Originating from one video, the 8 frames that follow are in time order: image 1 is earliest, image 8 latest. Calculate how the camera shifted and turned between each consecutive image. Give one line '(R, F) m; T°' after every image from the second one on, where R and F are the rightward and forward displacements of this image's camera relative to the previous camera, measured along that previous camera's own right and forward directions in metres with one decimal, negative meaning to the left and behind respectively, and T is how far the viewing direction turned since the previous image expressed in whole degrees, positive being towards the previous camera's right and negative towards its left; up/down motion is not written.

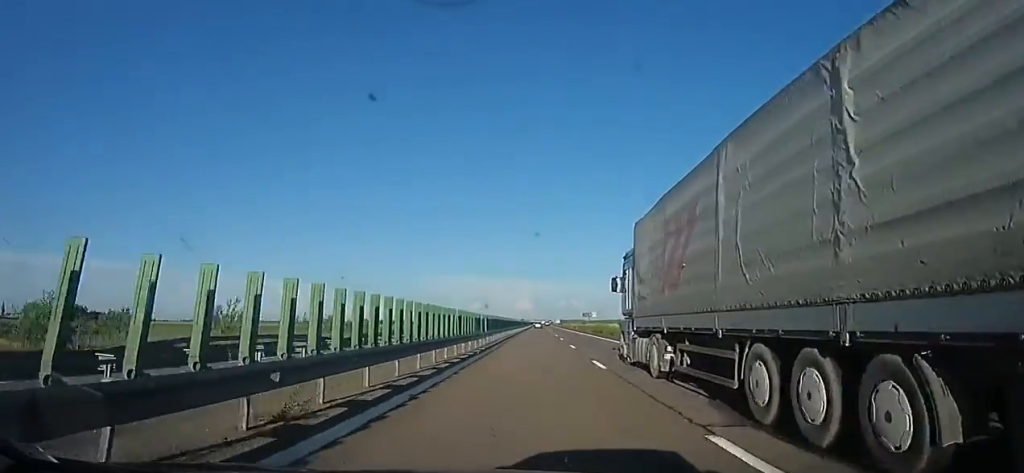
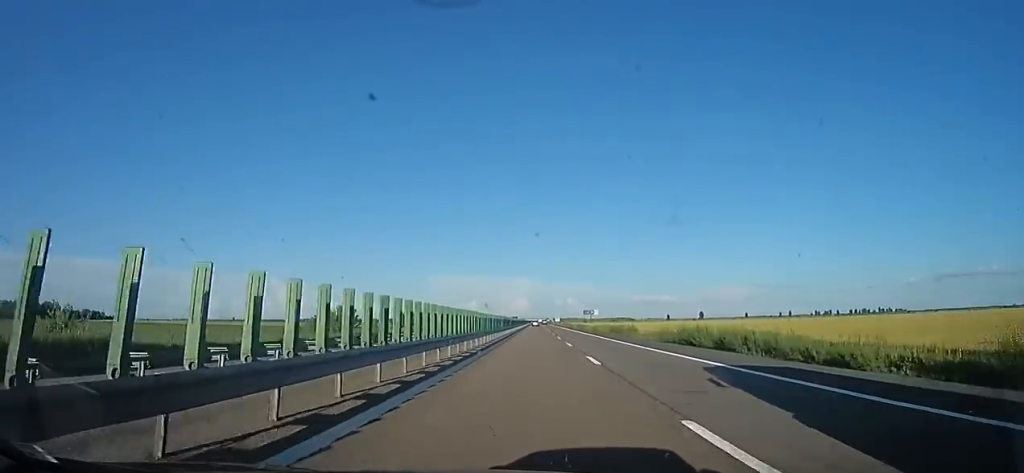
(+1.1, +47.0) m; +1°
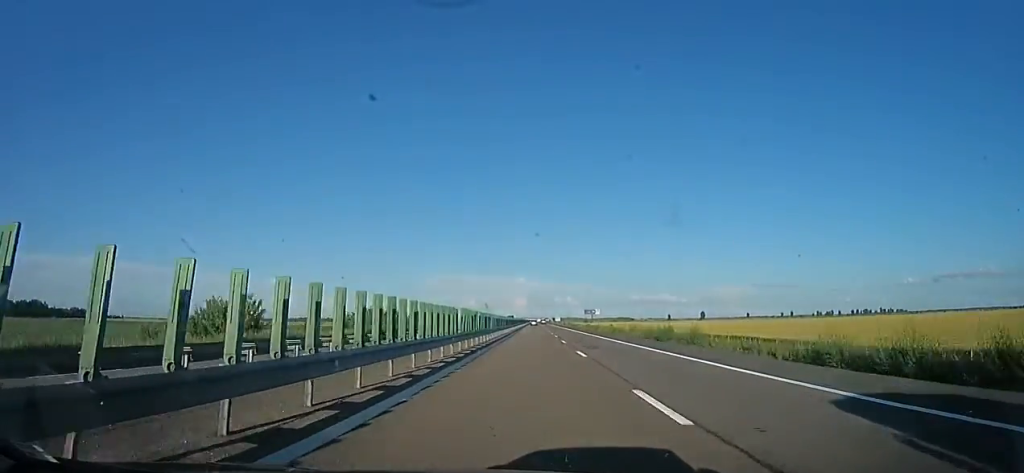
(0.0, +20.8) m; 0°
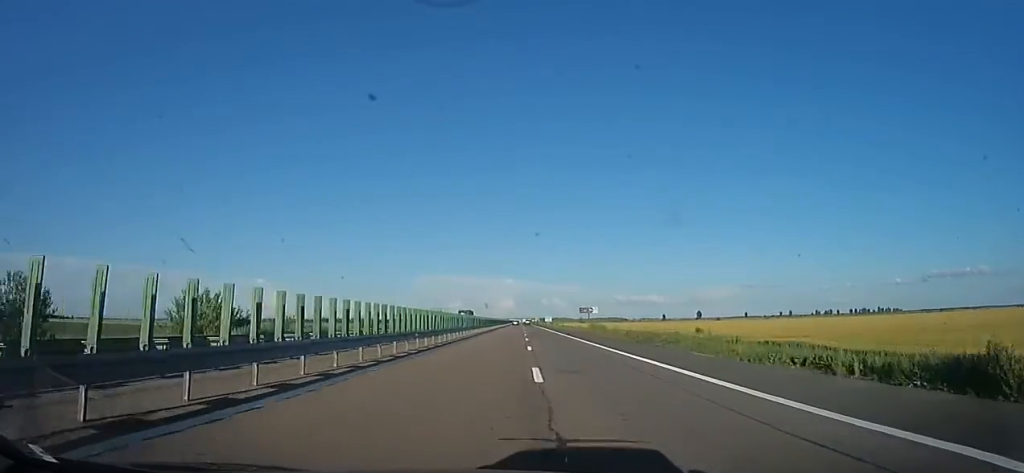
(+0.1, +80.2) m; 0°
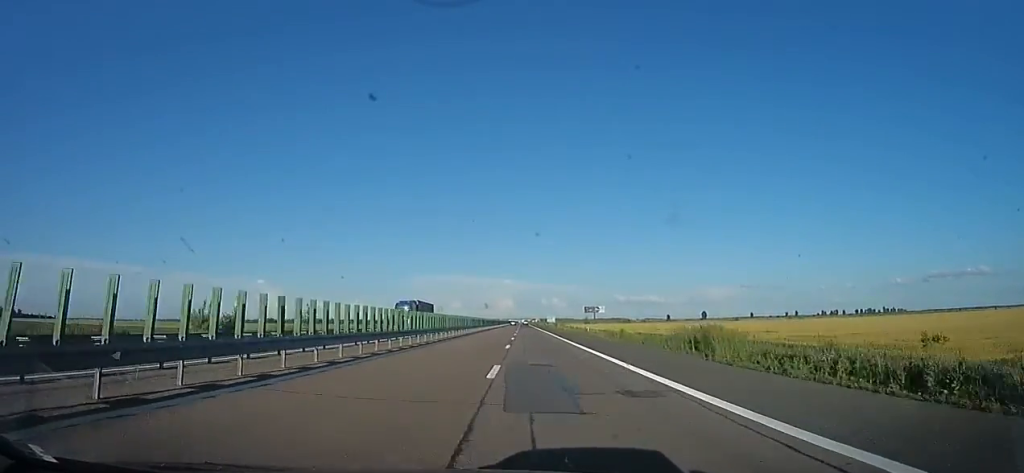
(+0.1, +34.7) m; +1°
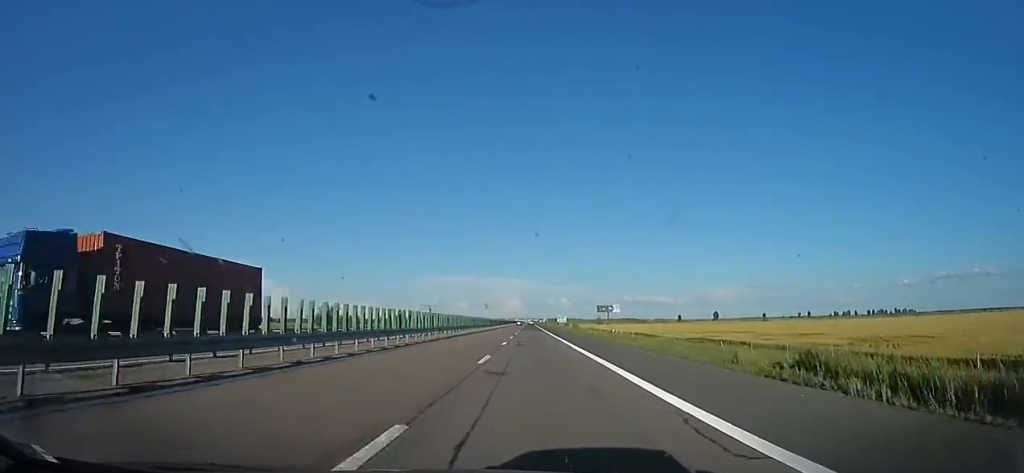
(+0.2, +33.7) m; +1°
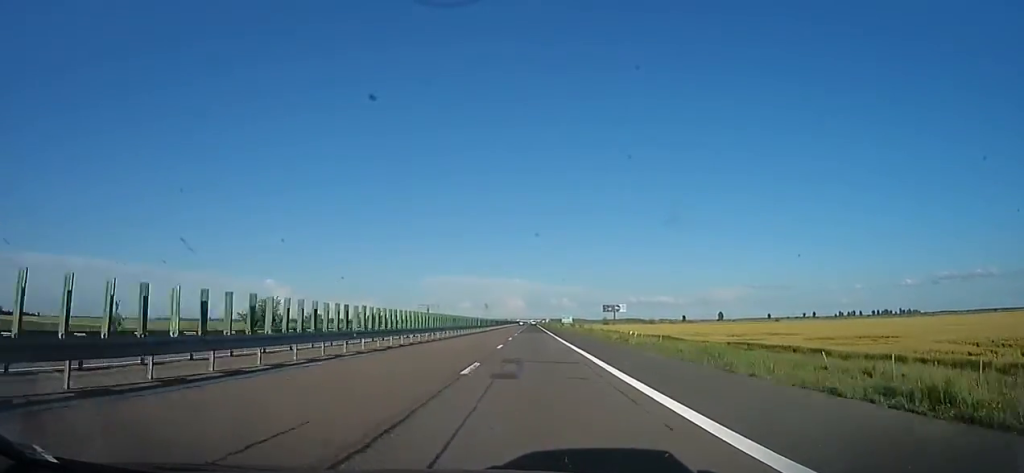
(+0.6, +15.0) m; 0°
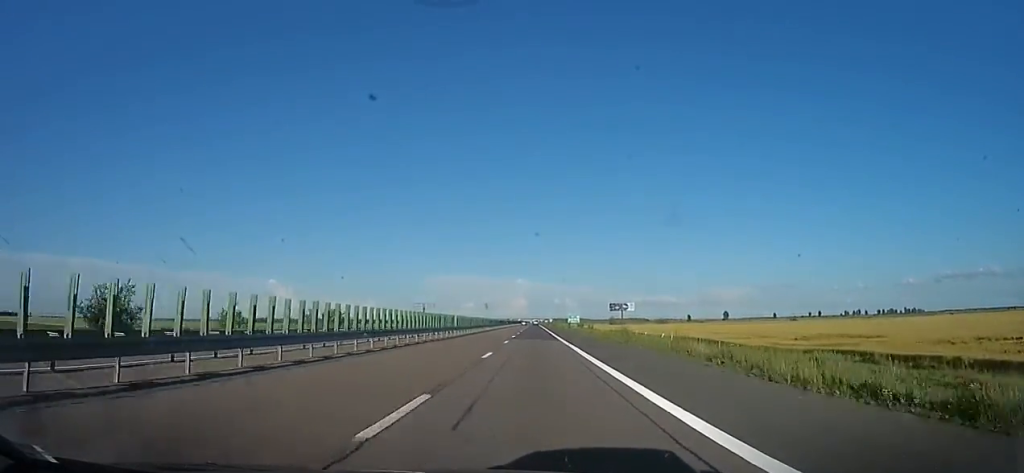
(+0.3, +18.7) m; 0°
